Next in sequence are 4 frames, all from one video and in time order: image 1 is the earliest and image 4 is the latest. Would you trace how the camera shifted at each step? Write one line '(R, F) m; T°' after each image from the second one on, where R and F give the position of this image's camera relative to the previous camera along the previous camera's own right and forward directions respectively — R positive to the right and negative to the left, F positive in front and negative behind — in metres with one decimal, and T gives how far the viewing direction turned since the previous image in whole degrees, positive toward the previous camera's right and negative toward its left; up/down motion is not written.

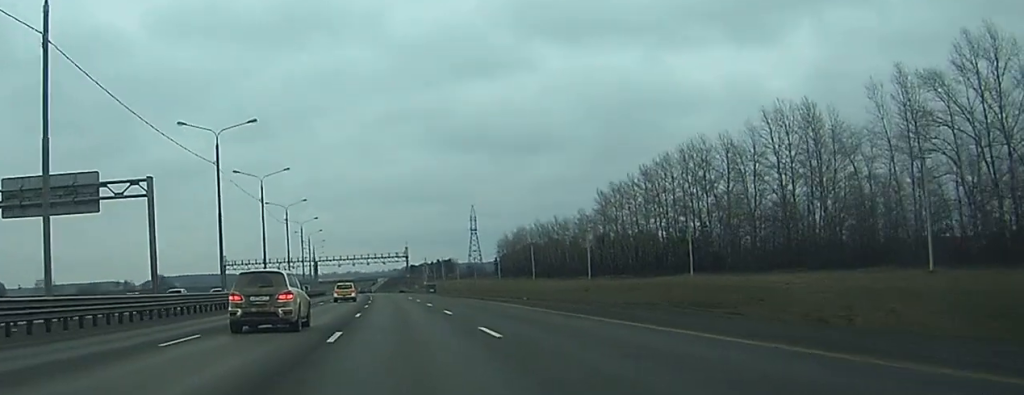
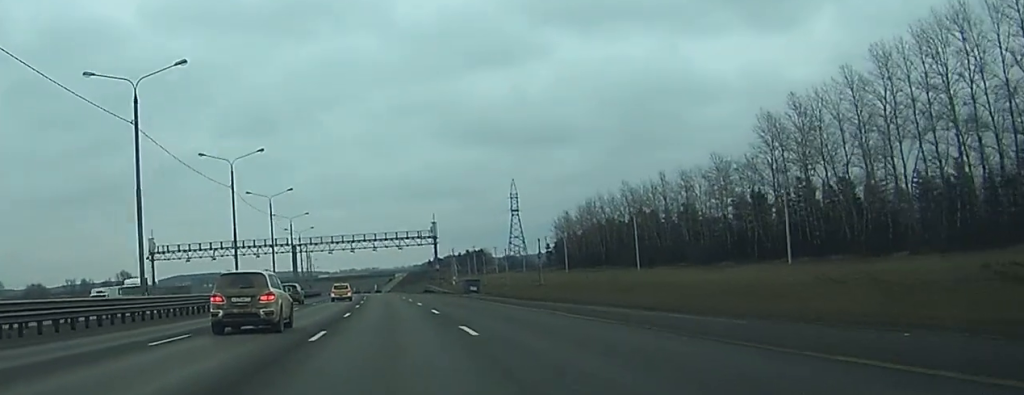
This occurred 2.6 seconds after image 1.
(-0.6, +79.1) m; -1°
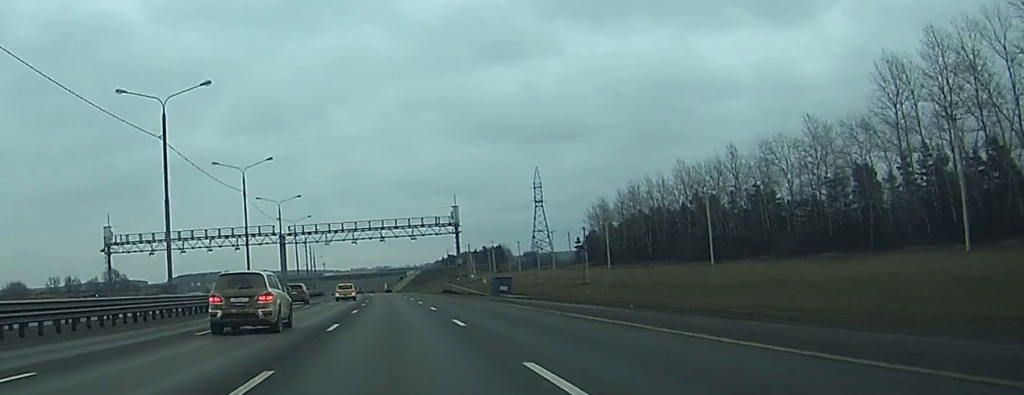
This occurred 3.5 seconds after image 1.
(-0.1, +27.1) m; -1°
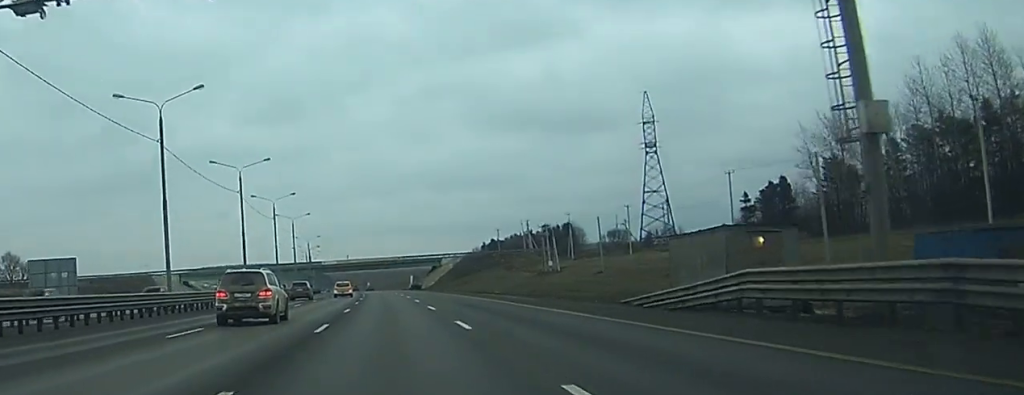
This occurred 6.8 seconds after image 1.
(-1.0, +98.6) m; -1°
